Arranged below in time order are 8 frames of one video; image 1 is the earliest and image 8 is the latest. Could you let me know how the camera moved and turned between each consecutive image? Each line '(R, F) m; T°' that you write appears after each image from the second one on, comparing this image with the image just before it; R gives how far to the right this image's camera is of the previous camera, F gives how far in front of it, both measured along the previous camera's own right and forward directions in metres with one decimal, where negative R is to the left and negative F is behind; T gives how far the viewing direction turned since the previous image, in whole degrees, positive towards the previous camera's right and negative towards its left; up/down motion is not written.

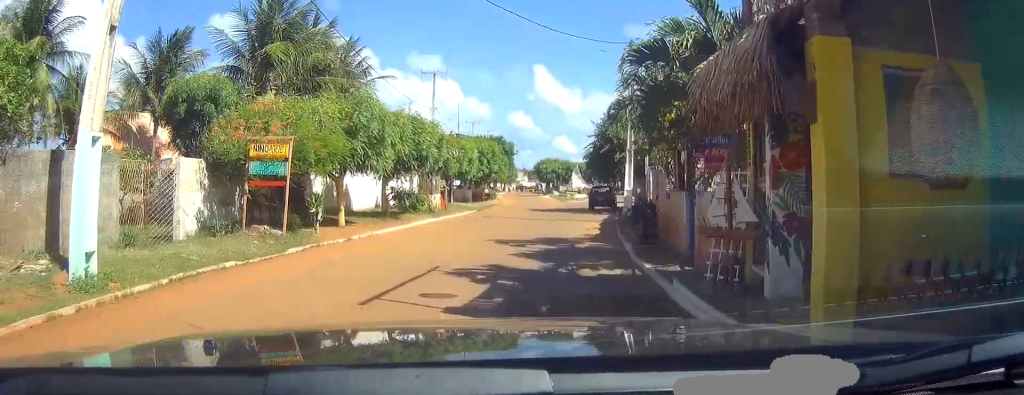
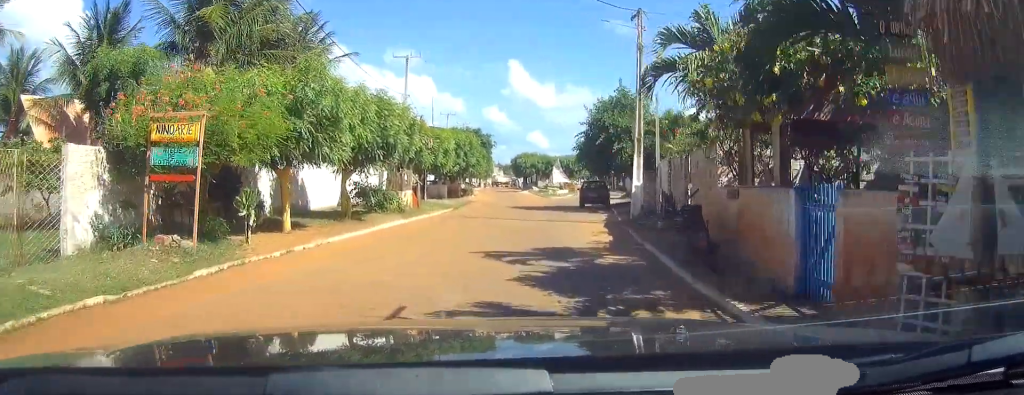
(0.0, +4.8) m; +2°
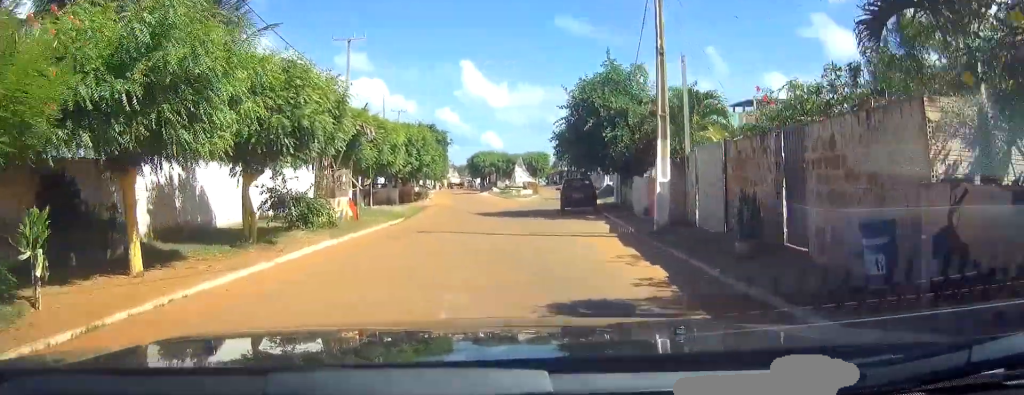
(+0.1, +6.7) m; +2°
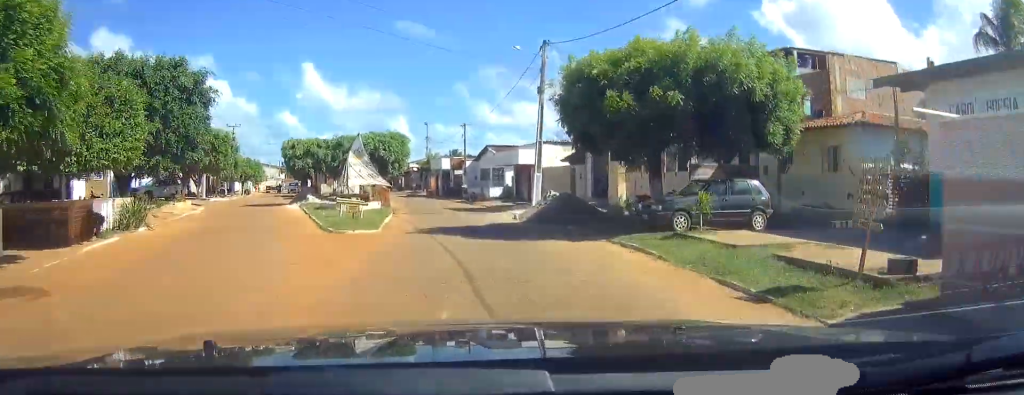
(+3.5, +31.6) m; +11°
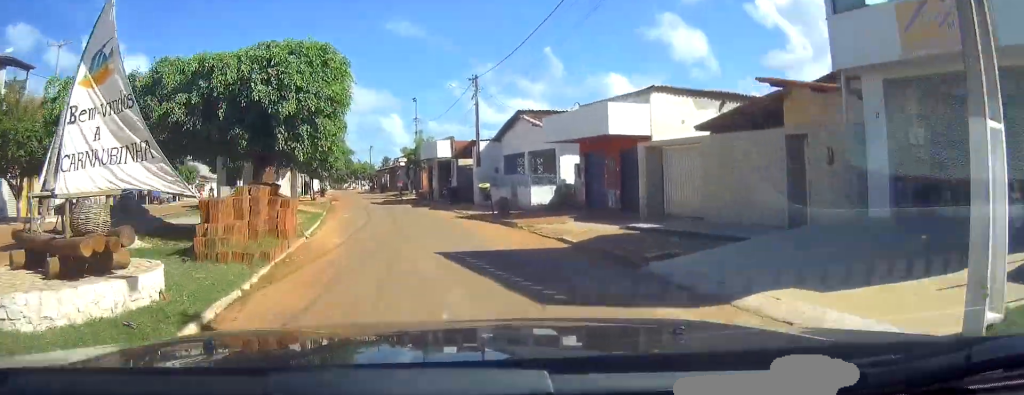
(+0.2, +22.7) m; 0°
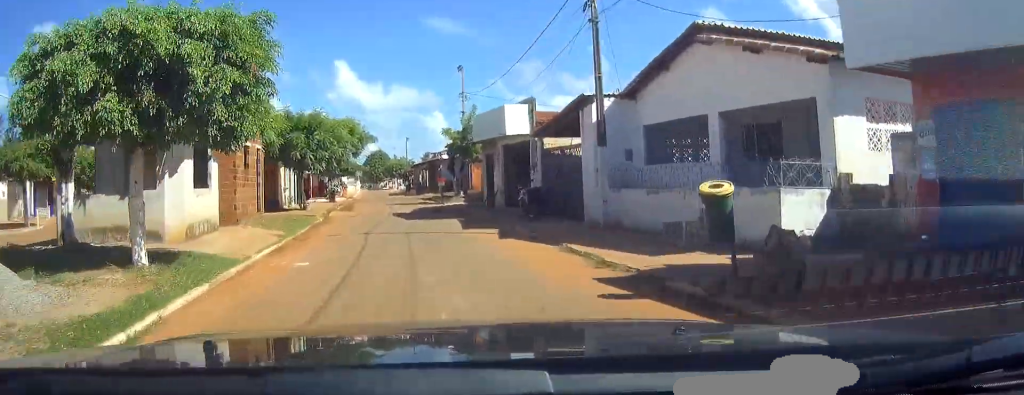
(0.0, +15.8) m; 0°
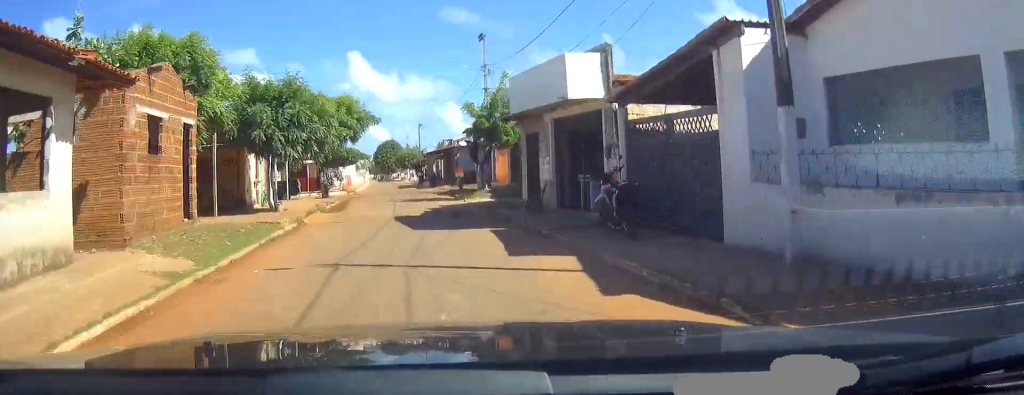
(0.0, +7.5) m; 0°
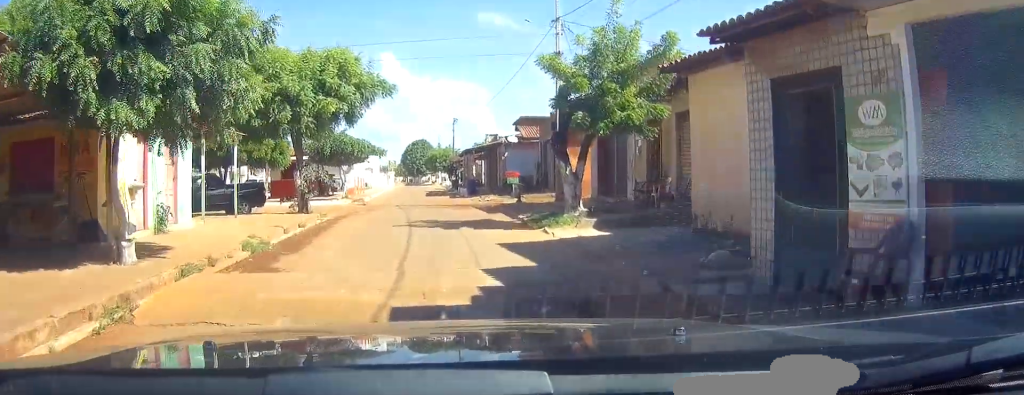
(0.0, +14.2) m; 0°
